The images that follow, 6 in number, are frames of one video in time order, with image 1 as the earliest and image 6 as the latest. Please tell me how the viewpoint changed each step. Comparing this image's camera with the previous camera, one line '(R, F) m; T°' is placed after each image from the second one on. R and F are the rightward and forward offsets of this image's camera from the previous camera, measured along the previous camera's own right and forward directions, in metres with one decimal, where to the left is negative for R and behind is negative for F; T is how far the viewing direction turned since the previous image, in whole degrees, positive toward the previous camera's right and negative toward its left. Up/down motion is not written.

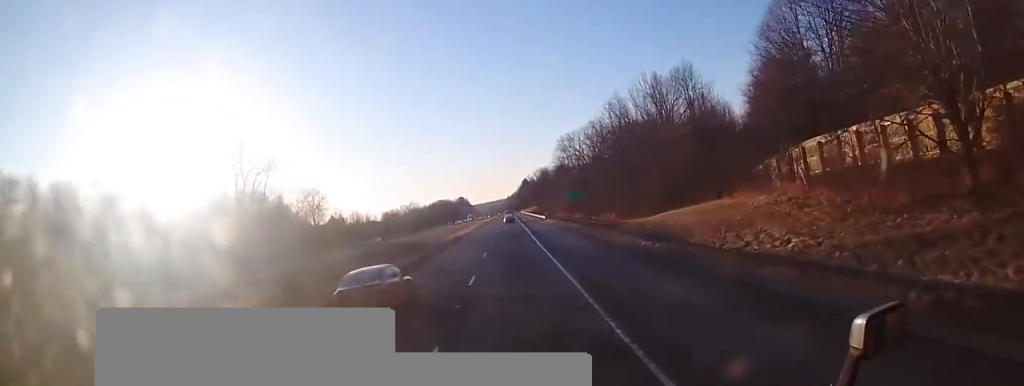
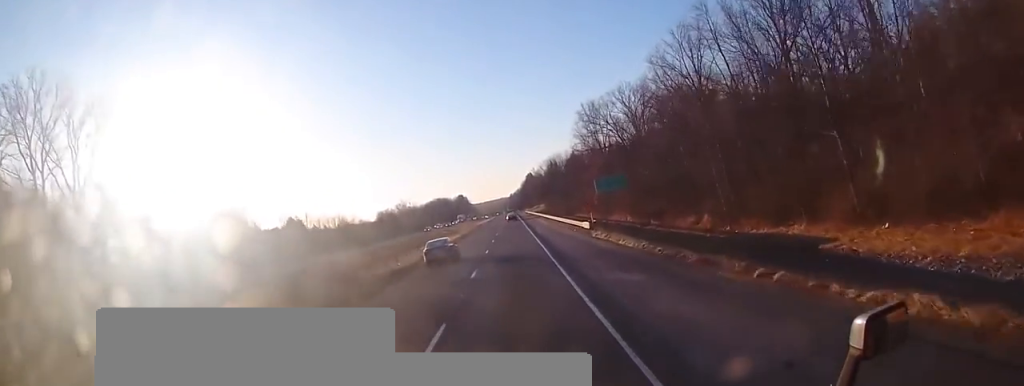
(-0.7, +47.5) m; -1°
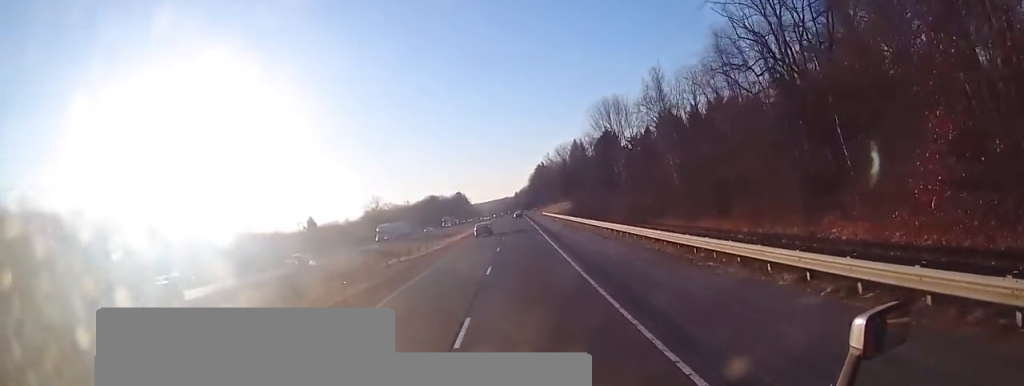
(+1.0, +85.4) m; 0°
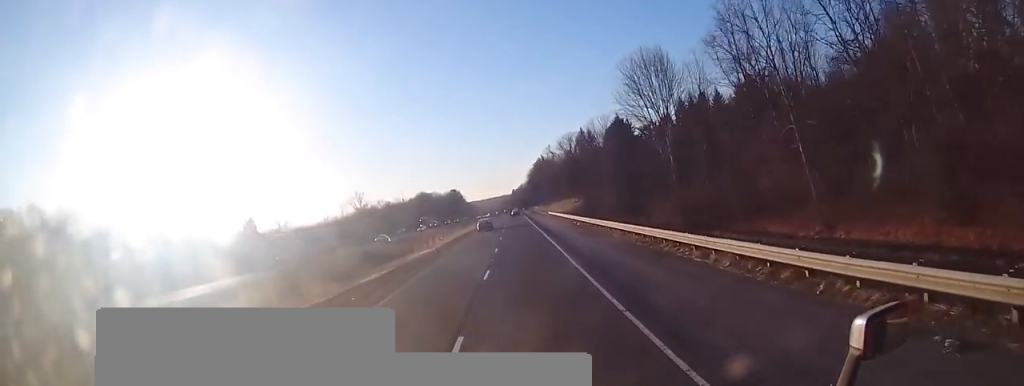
(-0.3, +27.1) m; 0°
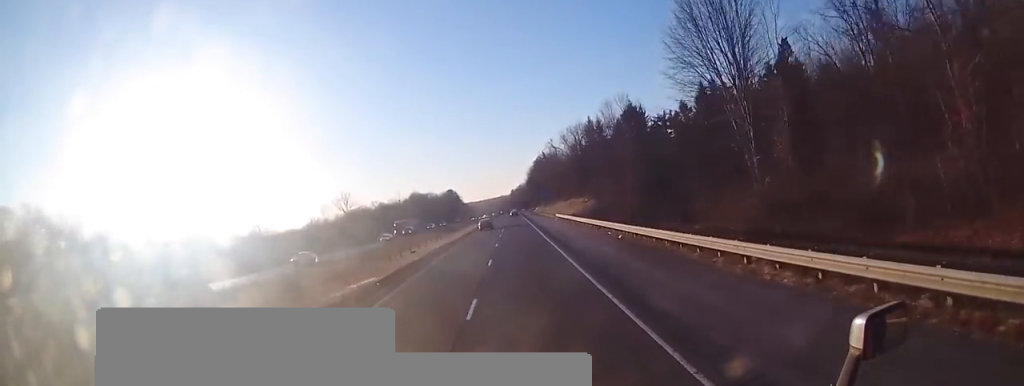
(+0.4, +20.6) m; 0°
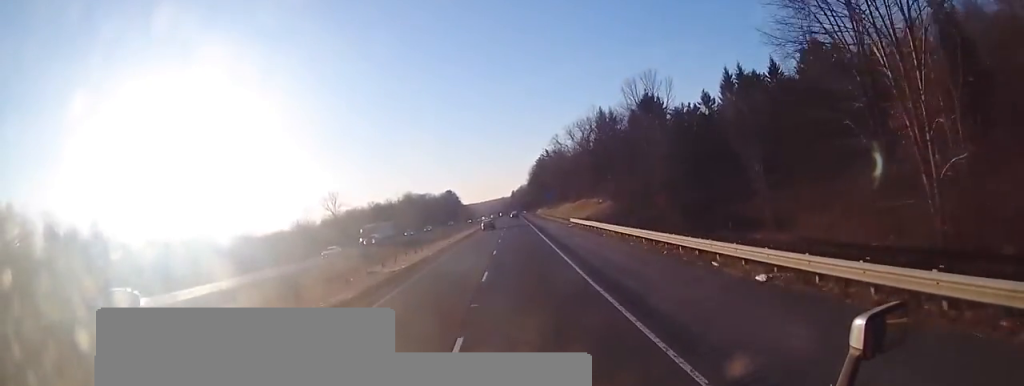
(-0.2, +17.0) m; 0°
